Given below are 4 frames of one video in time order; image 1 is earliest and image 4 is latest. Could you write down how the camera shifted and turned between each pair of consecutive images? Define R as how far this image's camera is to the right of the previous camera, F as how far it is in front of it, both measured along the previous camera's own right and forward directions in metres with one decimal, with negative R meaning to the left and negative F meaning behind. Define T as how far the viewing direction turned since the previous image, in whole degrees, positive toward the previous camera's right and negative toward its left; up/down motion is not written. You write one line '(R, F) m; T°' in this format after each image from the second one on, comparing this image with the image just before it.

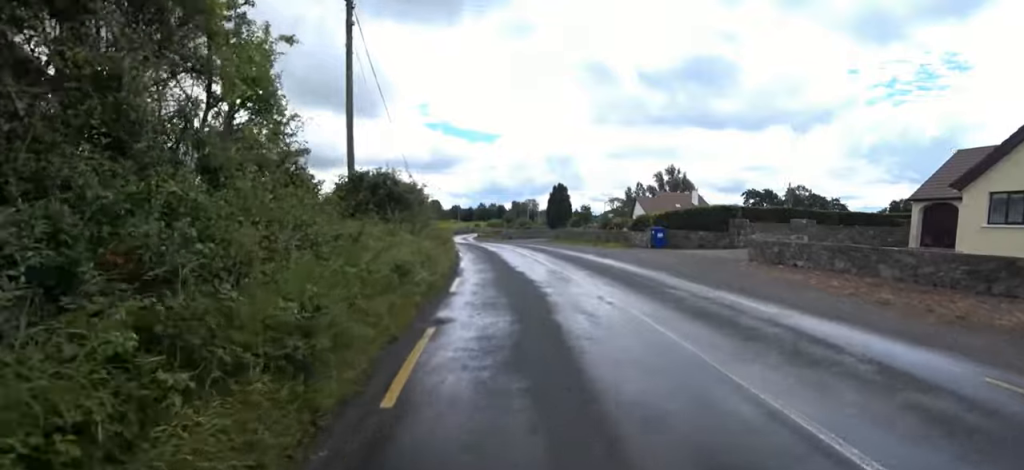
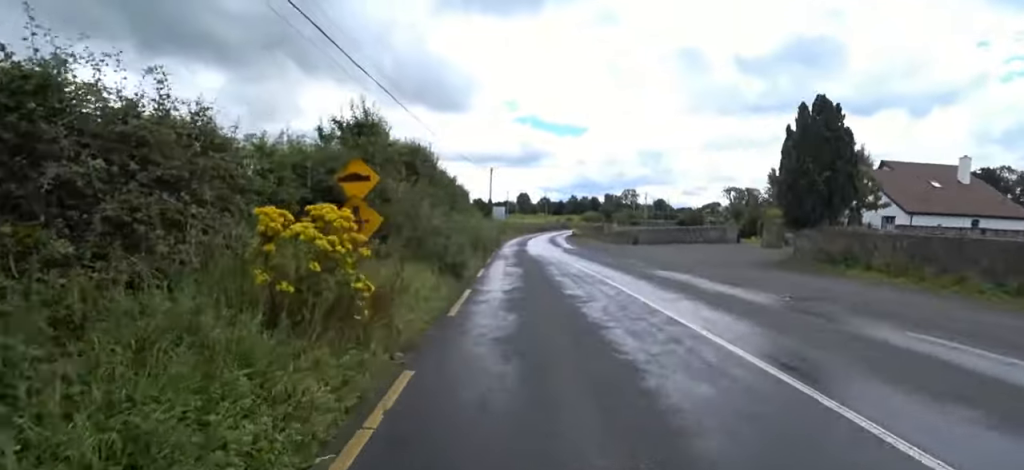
(-4.2, +26.3) m; -10°
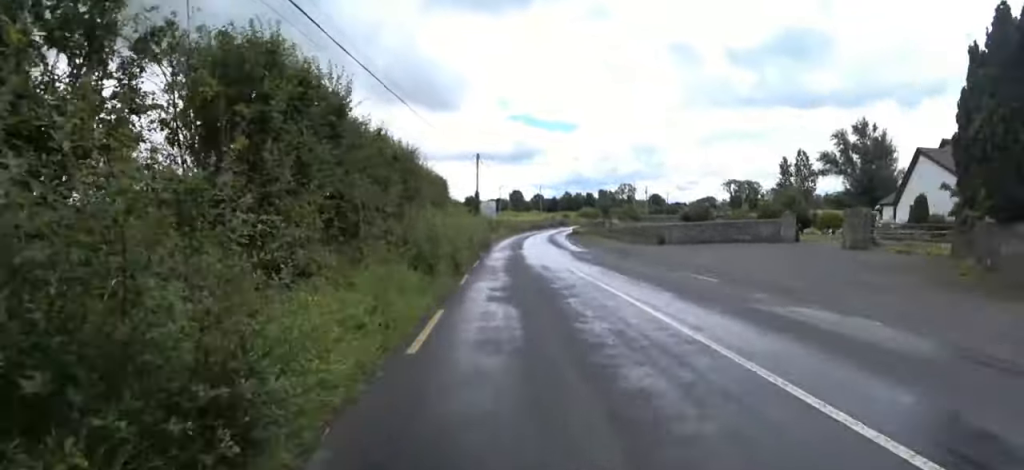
(0.0, +6.8) m; -6°
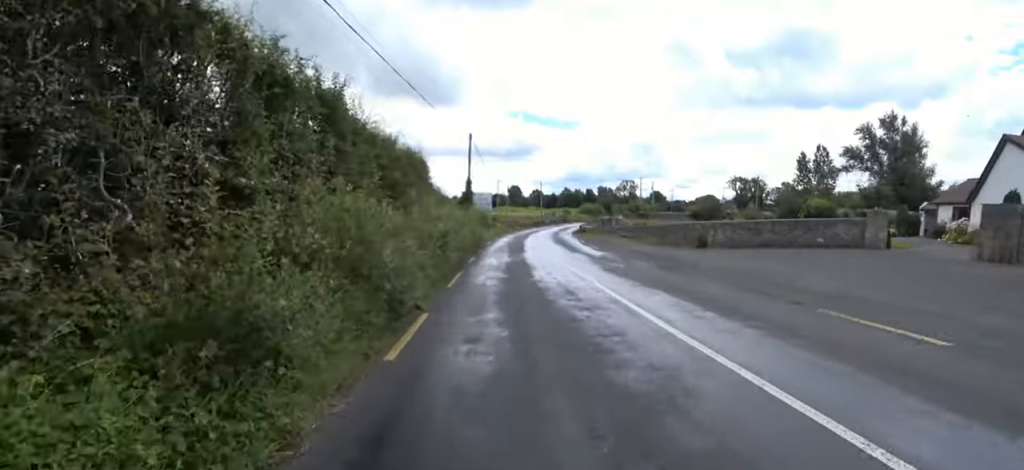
(-0.5, +5.5) m; -1°
